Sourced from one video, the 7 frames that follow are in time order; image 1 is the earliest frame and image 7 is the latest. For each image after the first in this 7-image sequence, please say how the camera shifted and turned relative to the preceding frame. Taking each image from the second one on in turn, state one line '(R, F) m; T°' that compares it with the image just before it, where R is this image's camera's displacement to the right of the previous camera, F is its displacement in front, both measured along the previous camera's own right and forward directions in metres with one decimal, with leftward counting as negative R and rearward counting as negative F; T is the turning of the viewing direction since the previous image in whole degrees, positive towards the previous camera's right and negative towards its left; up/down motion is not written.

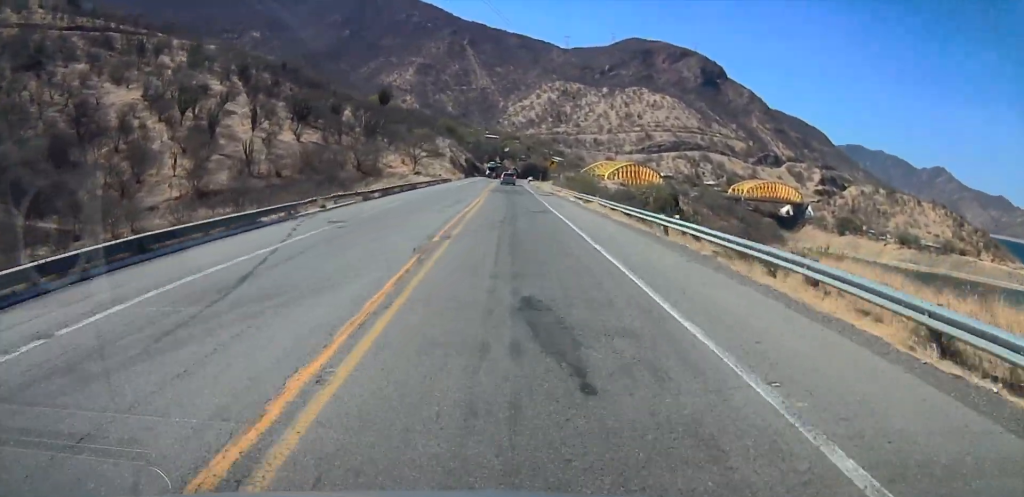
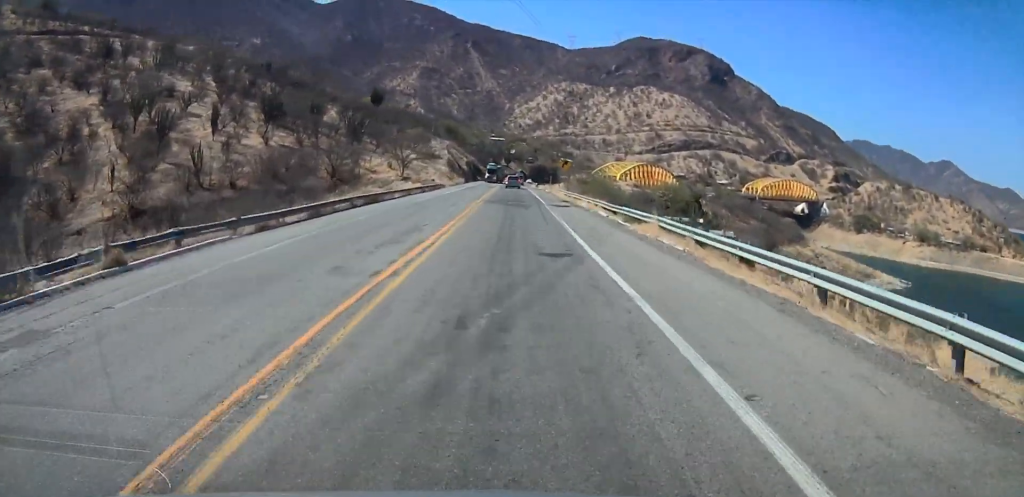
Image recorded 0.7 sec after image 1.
(+0.1, +16.1) m; +2°
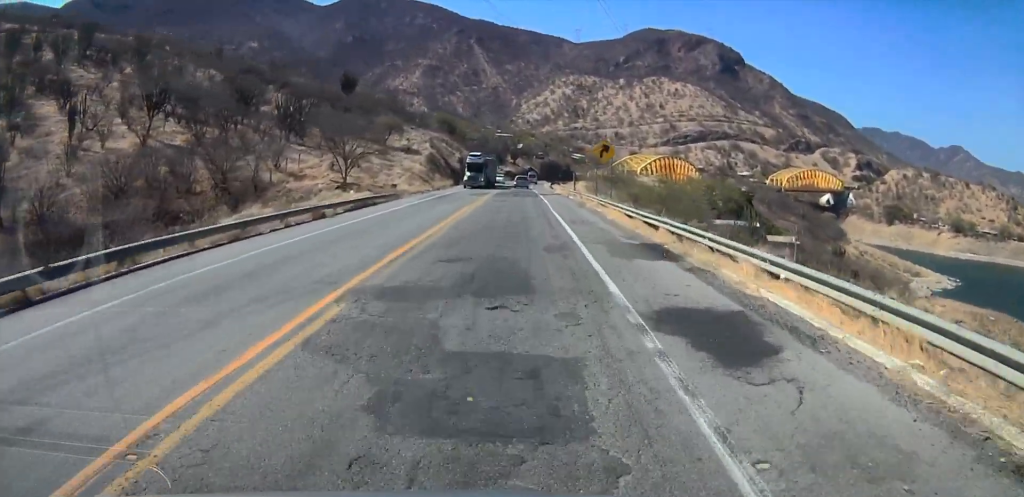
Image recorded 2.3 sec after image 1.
(+0.5, +33.2) m; -1°
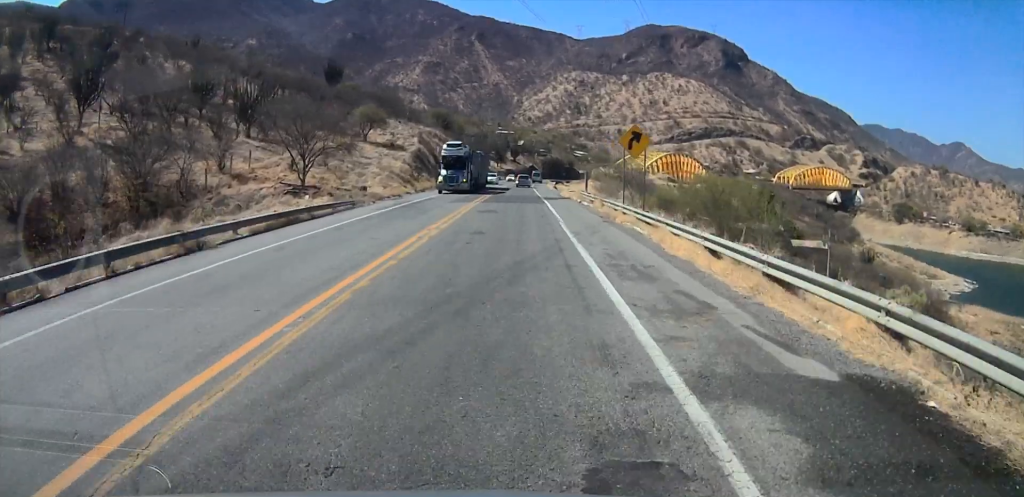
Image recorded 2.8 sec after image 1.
(-0.1, +12.1) m; -1°
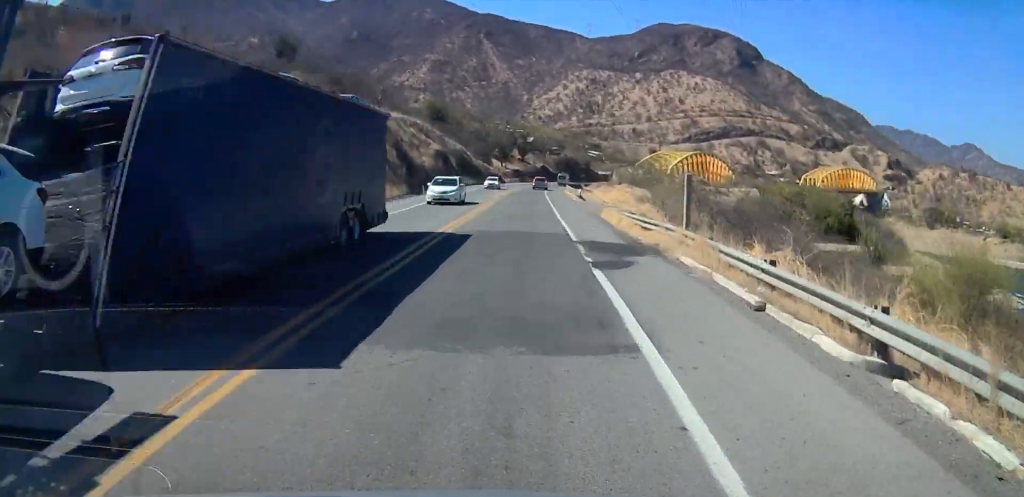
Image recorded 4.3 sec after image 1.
(0.0, +30.9) m; -1°
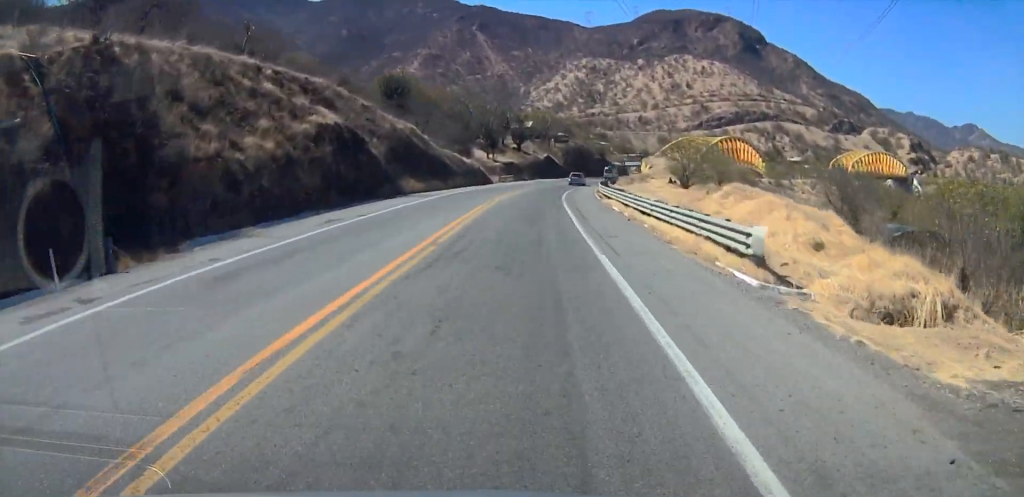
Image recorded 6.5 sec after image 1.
(-0.5, +45.6) m; 0°
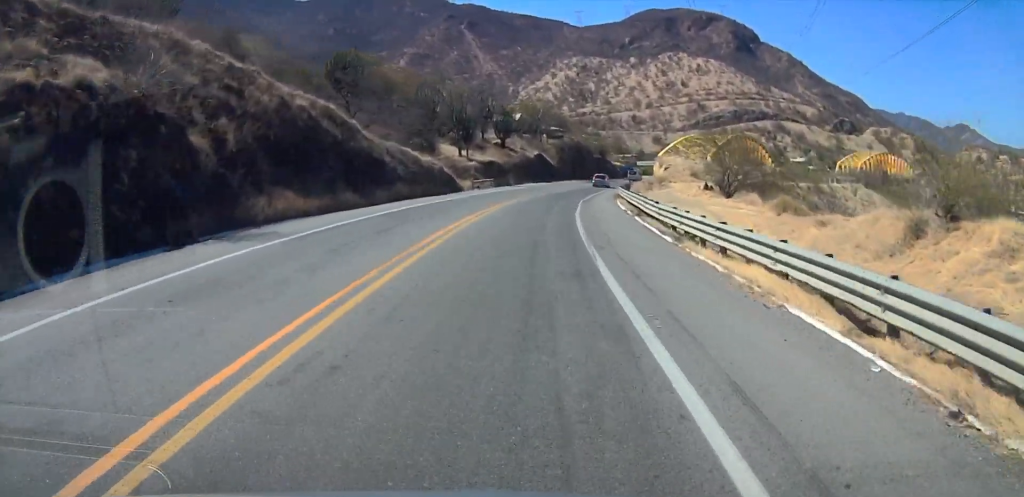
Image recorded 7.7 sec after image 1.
(-0.4, +23.9) m; -2°
